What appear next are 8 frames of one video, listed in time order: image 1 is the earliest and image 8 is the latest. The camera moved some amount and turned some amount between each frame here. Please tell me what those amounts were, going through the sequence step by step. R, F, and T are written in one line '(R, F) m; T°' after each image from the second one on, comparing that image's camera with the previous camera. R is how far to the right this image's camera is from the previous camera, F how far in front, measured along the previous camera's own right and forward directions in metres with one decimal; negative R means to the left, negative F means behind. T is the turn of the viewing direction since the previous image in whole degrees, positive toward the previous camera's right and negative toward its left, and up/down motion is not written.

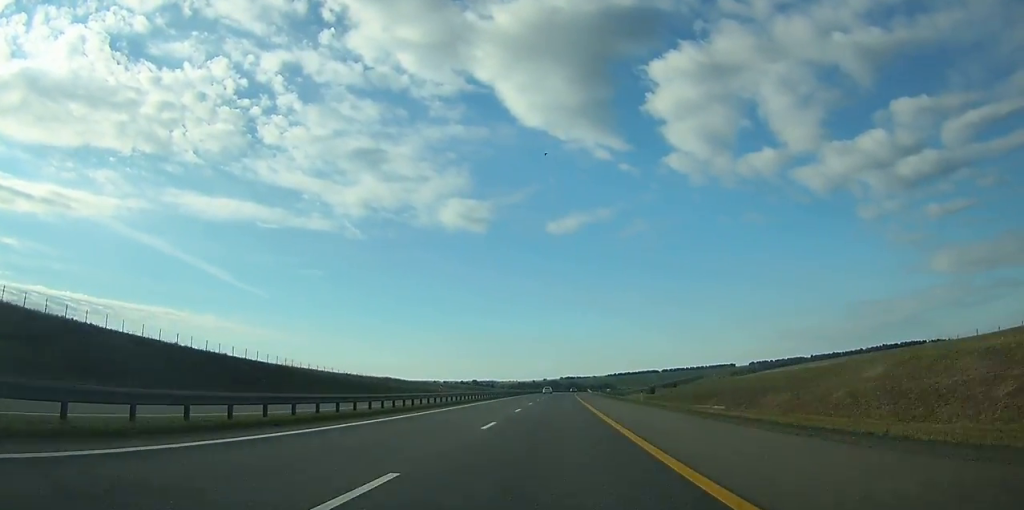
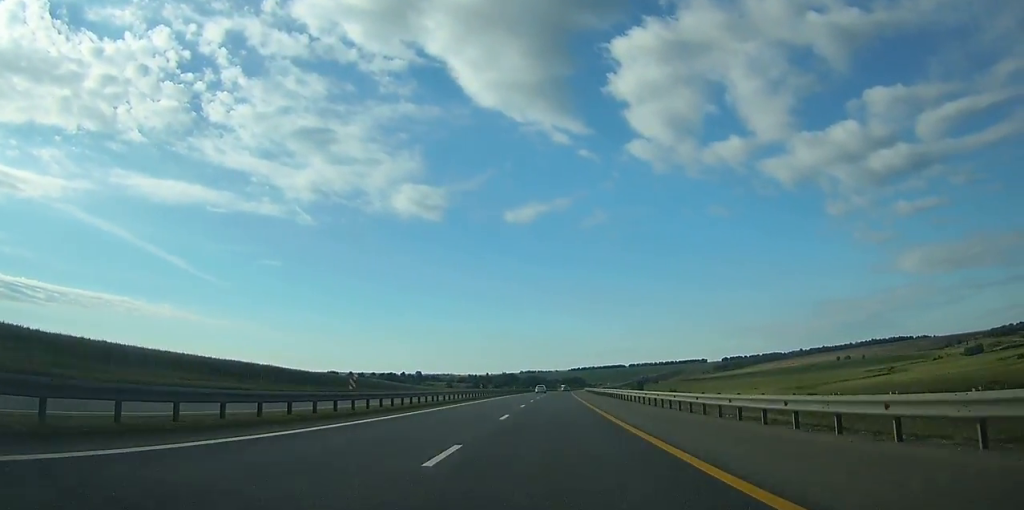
(+5.3, +185.3) m; +3°
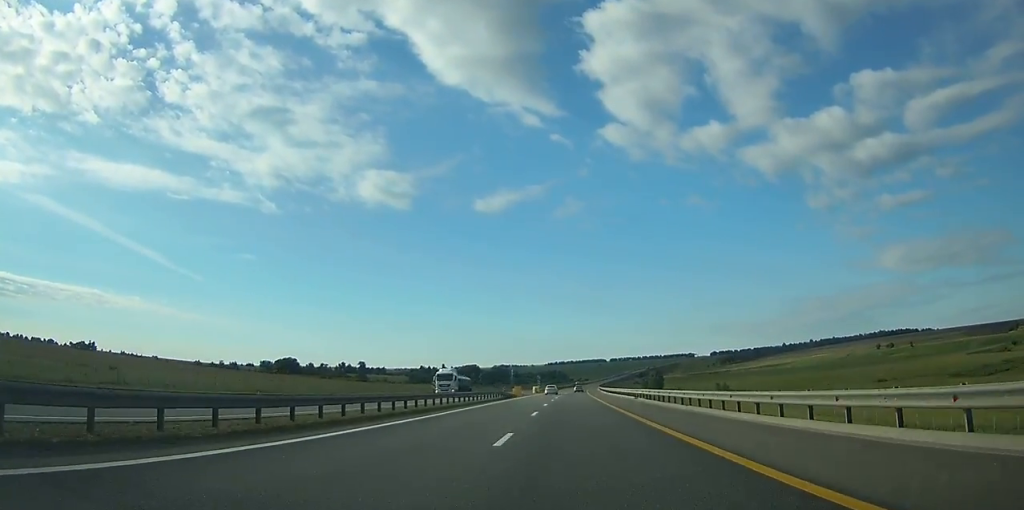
(+4.4, +186.6) m; +3°
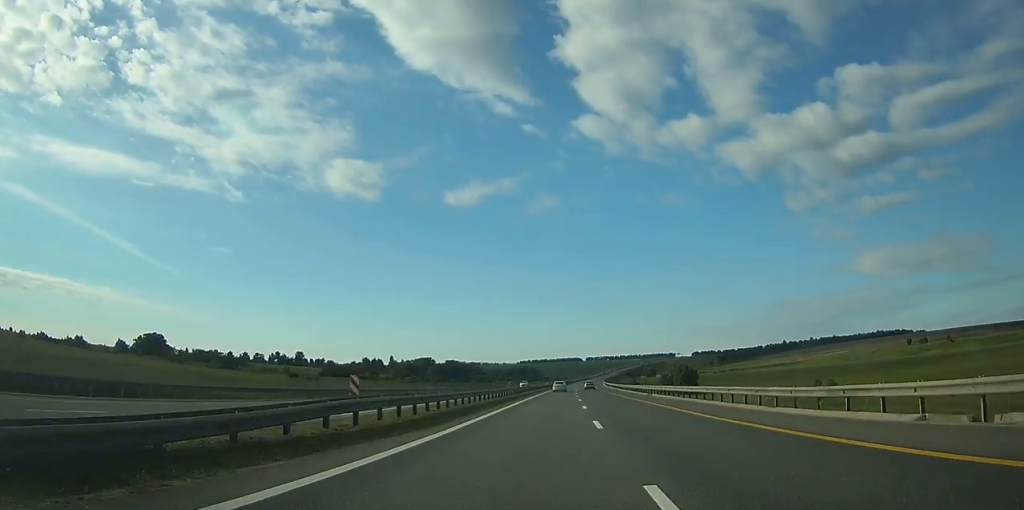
(+2.5, +121.8) m; +2°
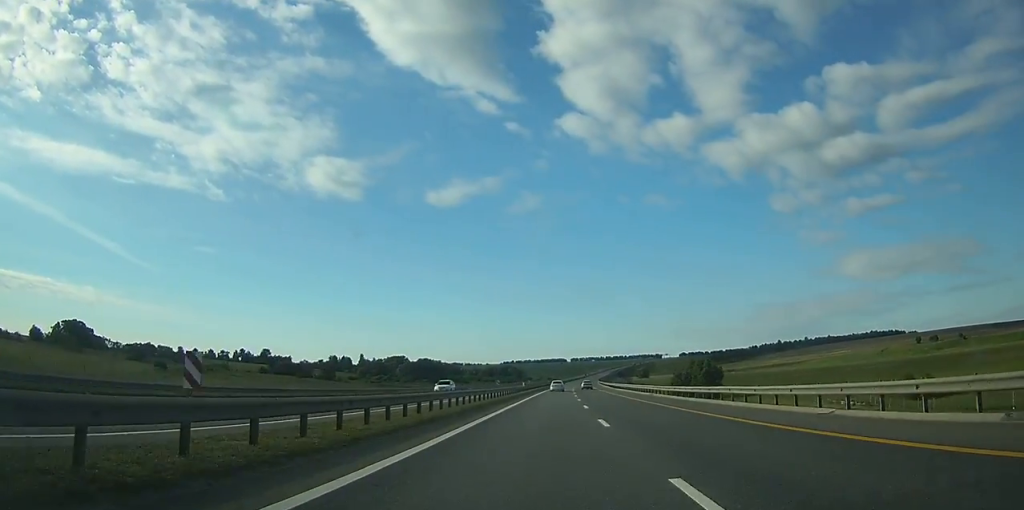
(+0.4, +43.7) m; +1°
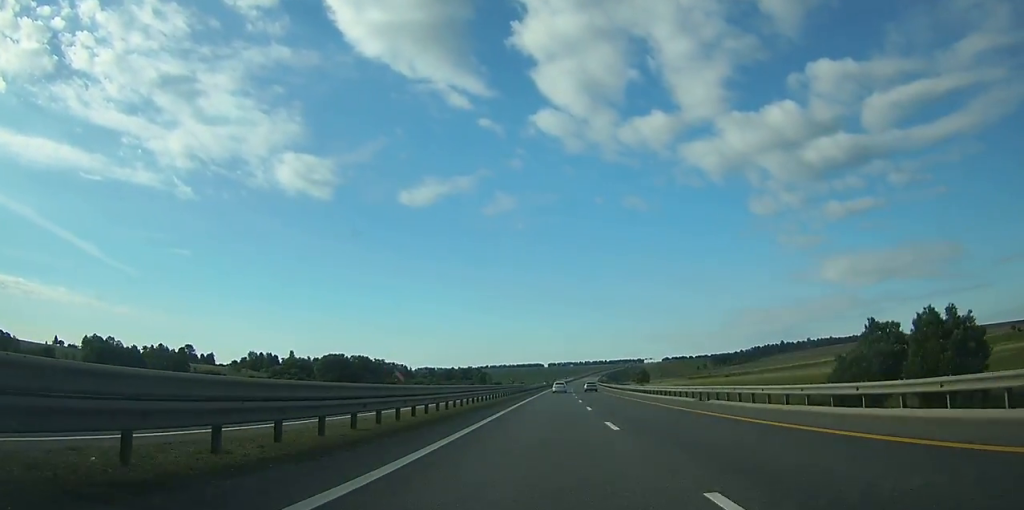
(+1.8, +105.5) m; +2°
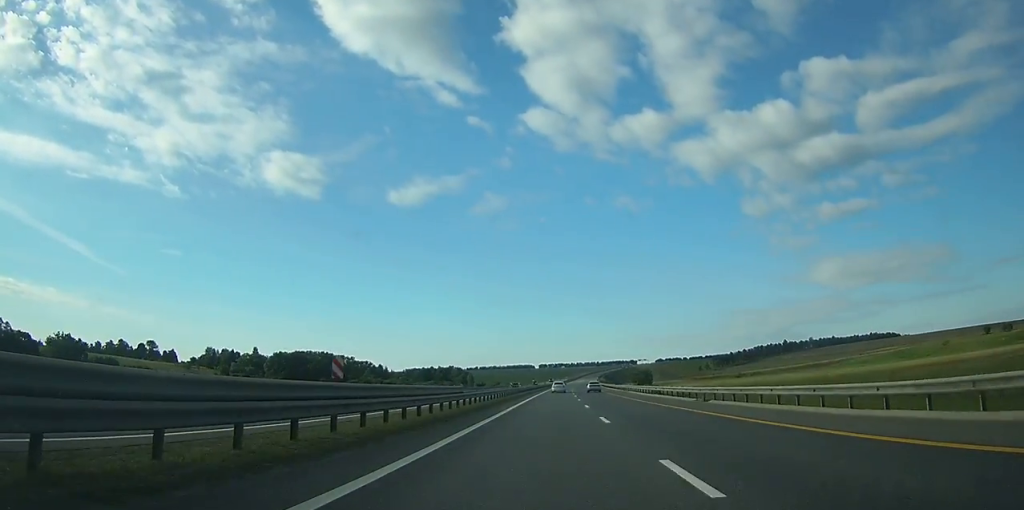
(+0.3, +46.4) m; +1°
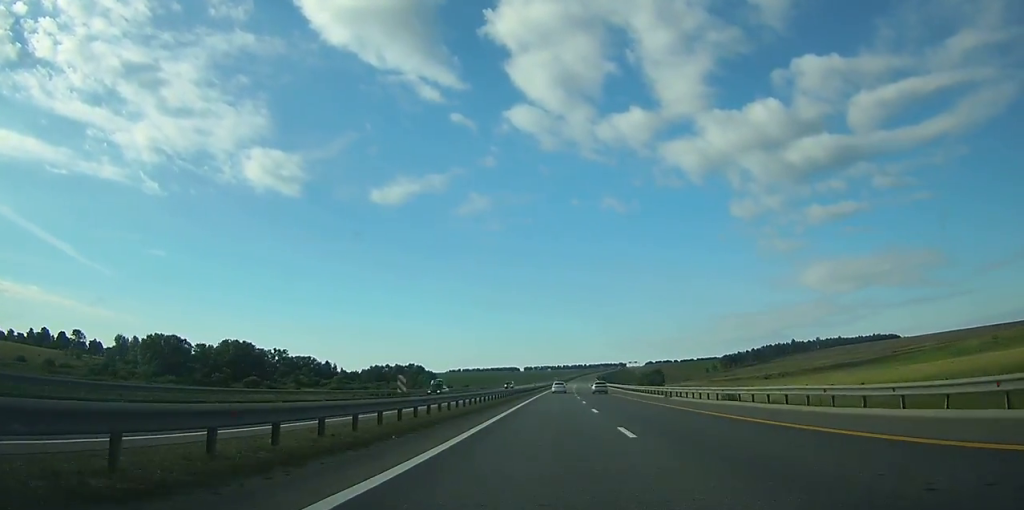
(+0.8, +75.0) m; +1°
